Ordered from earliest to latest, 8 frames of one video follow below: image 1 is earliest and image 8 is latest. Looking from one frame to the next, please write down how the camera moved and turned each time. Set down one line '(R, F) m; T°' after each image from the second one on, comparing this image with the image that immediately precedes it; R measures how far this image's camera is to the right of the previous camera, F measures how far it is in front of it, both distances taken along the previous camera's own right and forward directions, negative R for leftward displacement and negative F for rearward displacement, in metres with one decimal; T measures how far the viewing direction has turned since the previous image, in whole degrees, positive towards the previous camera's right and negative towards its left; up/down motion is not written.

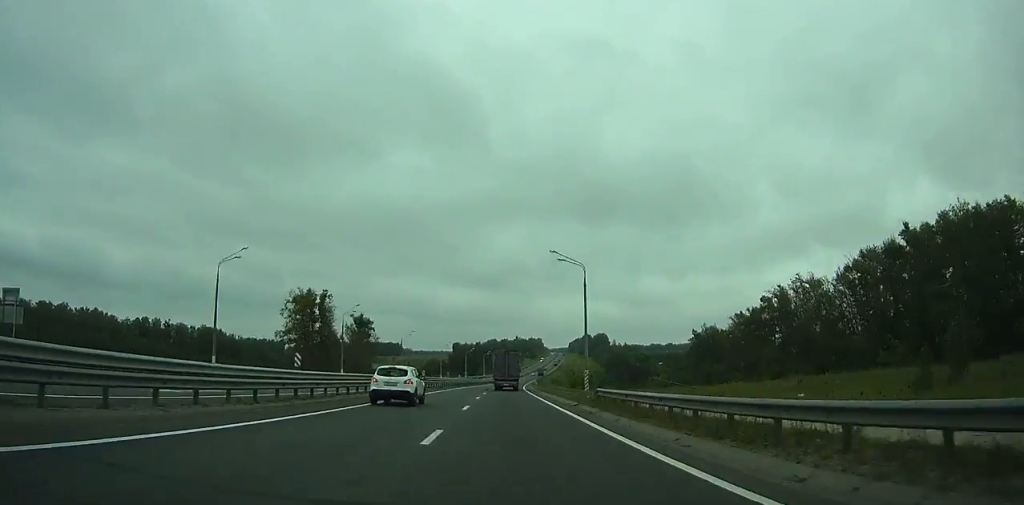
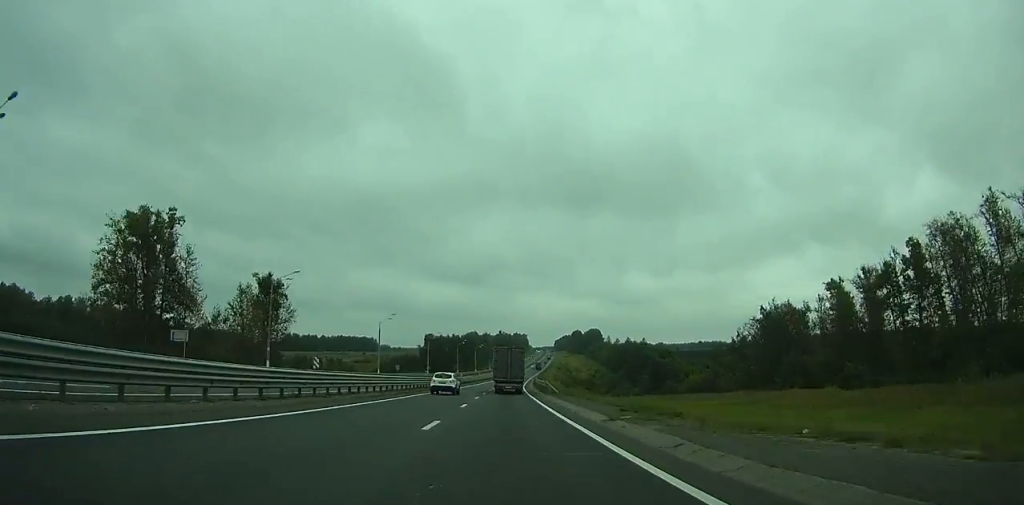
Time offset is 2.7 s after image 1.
(+1.4, +69.0) m; +2°
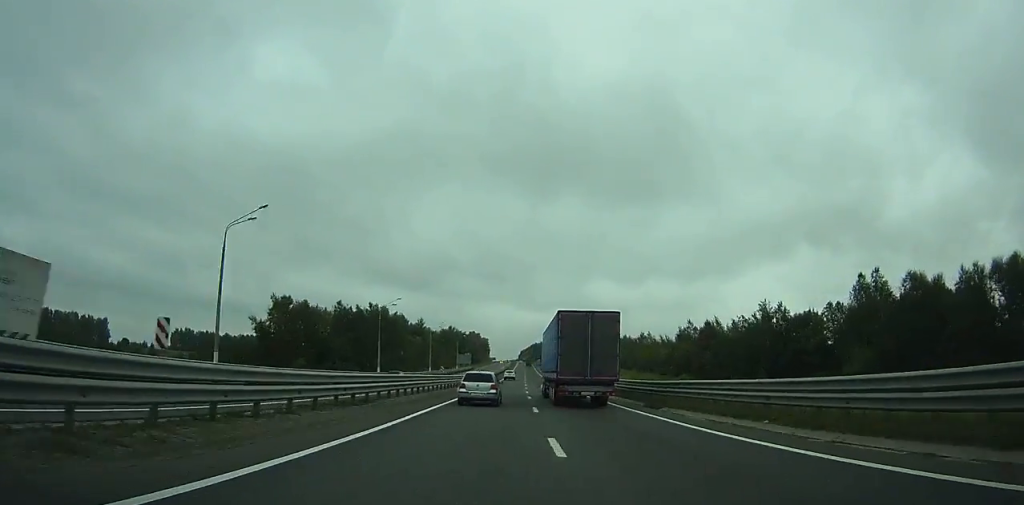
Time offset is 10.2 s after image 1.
(+7.0, +197.3) m; +4°
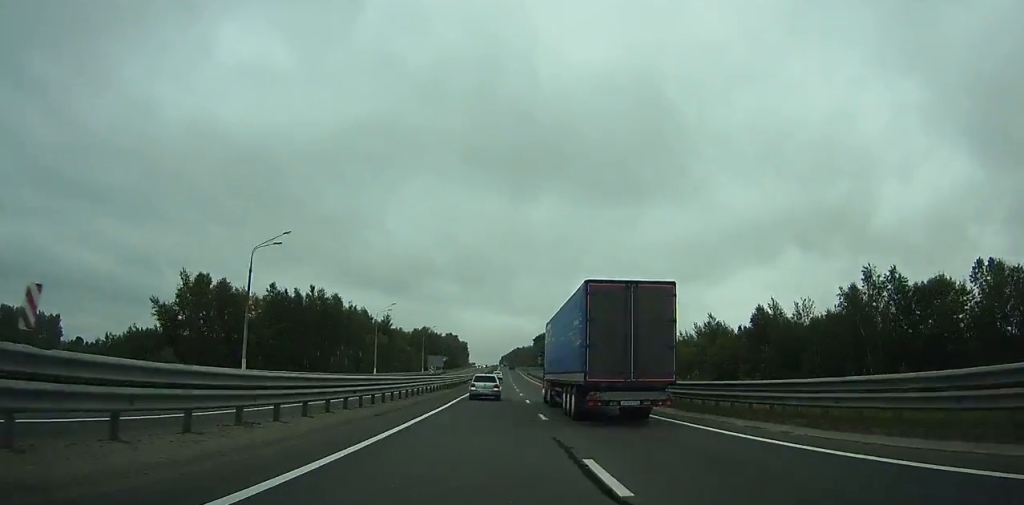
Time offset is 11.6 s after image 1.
(+0.7, +39.0) m; +1°
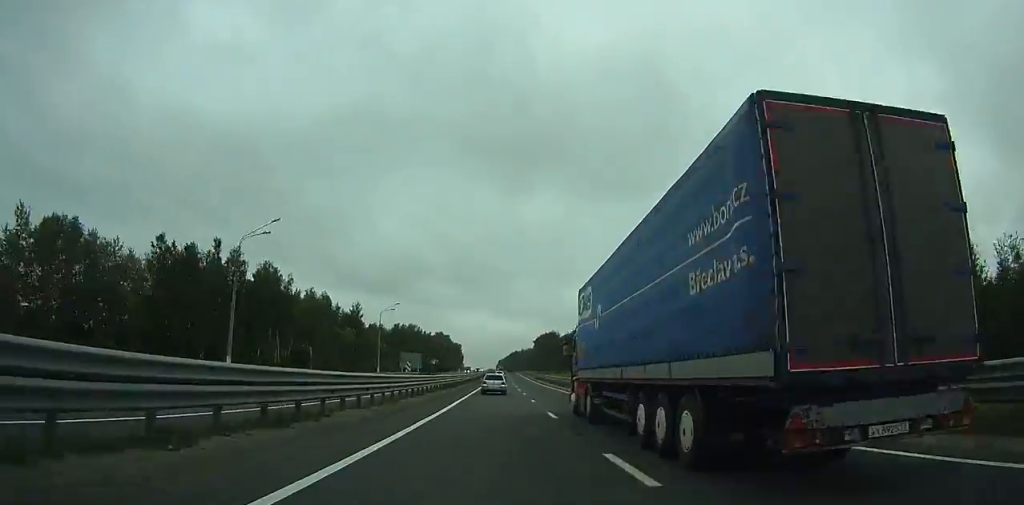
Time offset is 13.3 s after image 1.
(+0.3, +47.5) m; +1°
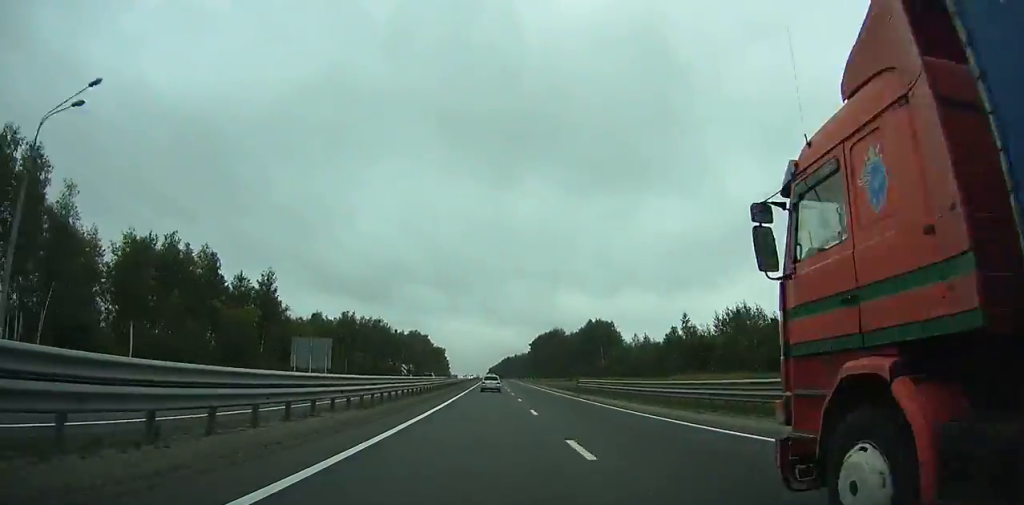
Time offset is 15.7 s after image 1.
(+0.9, +68.7) m; +1°
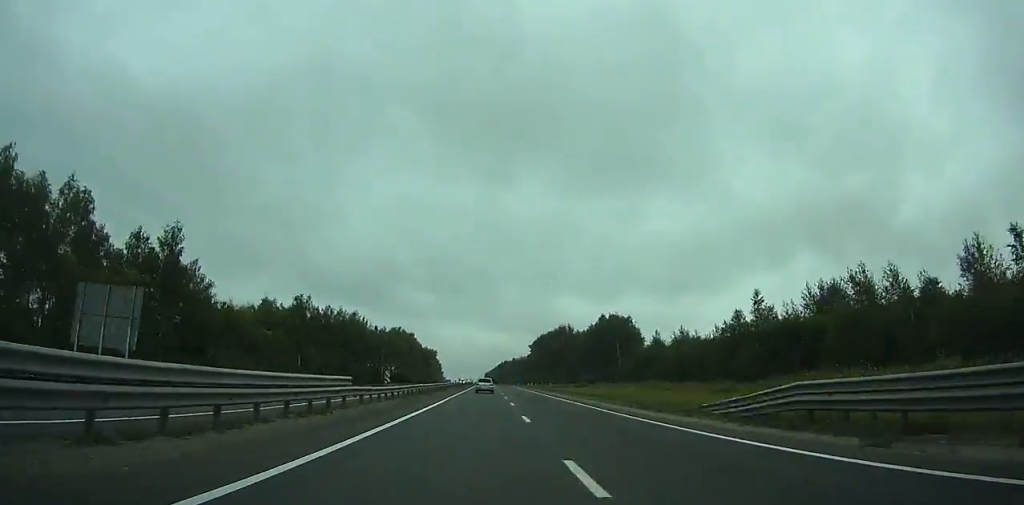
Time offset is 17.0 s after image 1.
(+0.1, +37.5) m; 0°
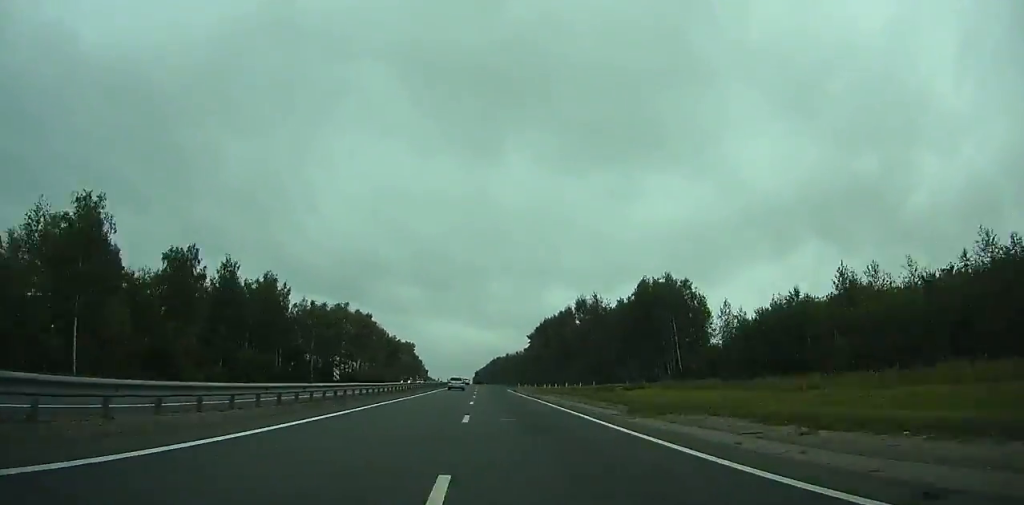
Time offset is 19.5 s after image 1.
(0.0, +72.4) m; 0°
